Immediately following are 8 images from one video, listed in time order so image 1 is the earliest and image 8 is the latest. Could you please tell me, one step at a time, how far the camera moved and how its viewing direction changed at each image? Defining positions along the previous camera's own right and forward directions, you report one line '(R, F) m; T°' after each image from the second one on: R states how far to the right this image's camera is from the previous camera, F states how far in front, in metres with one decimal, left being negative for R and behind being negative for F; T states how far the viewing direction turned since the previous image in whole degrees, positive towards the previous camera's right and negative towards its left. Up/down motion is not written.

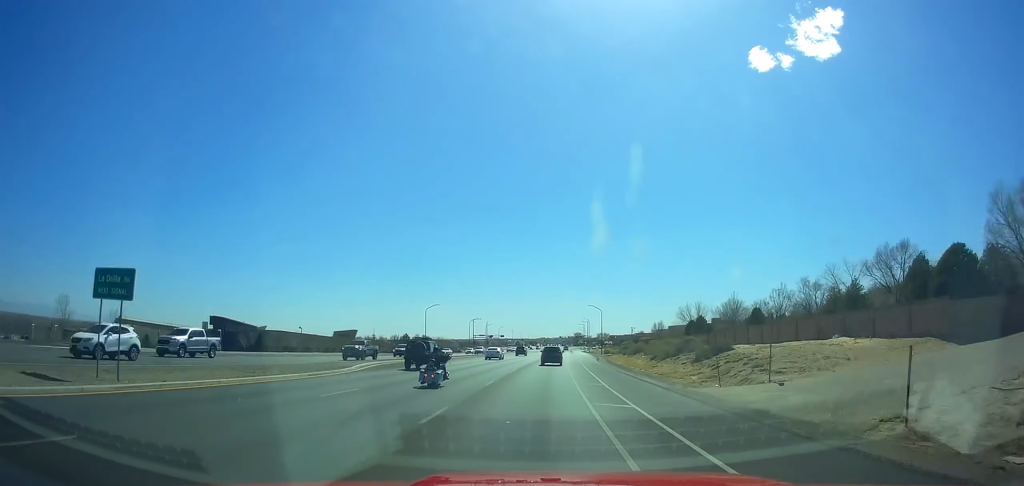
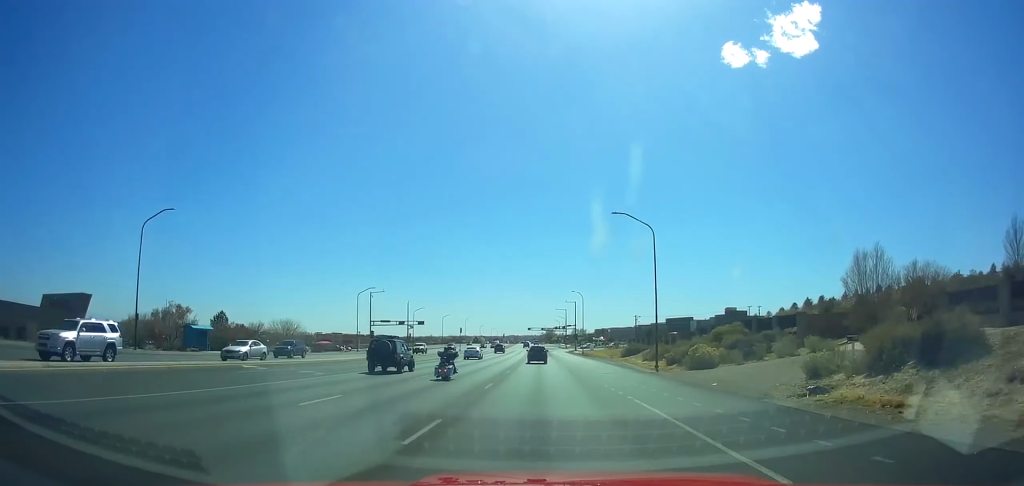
(+2.5, +100.4) m; +2°
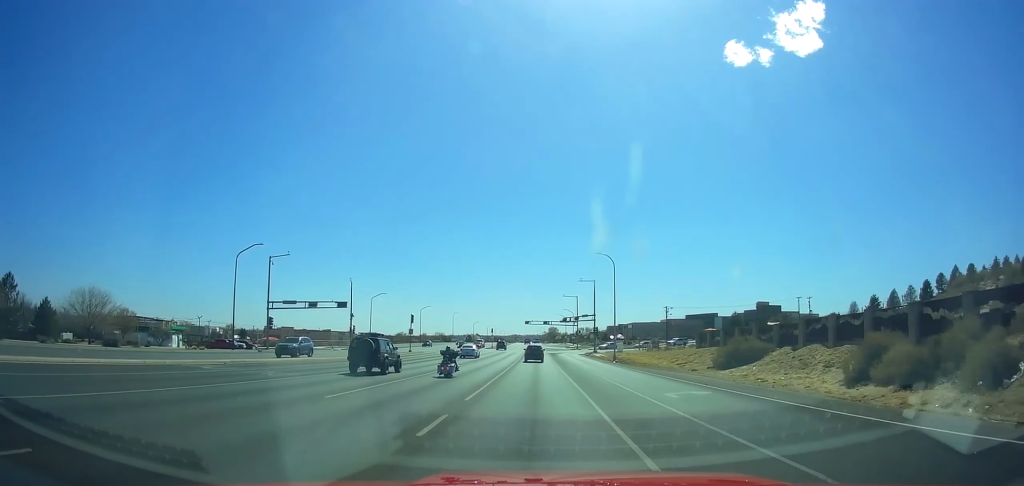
(+0.3, +48.4) m; +1°
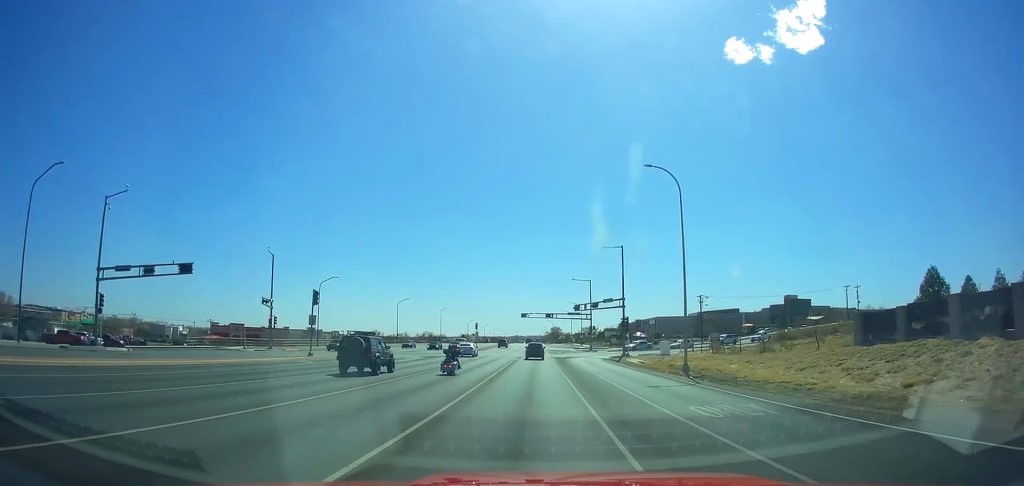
(+0.2, +33.9) m; 0°
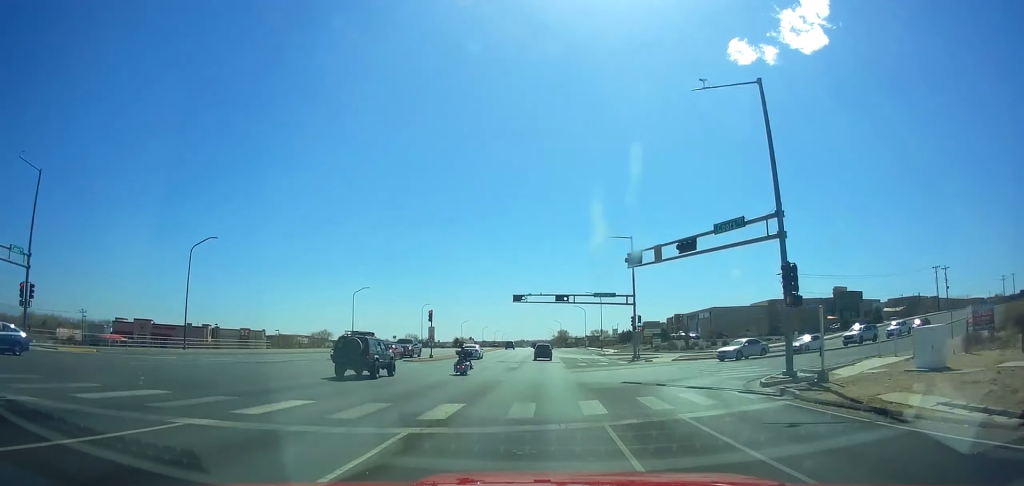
(+0.2, +43.5) m; 0°
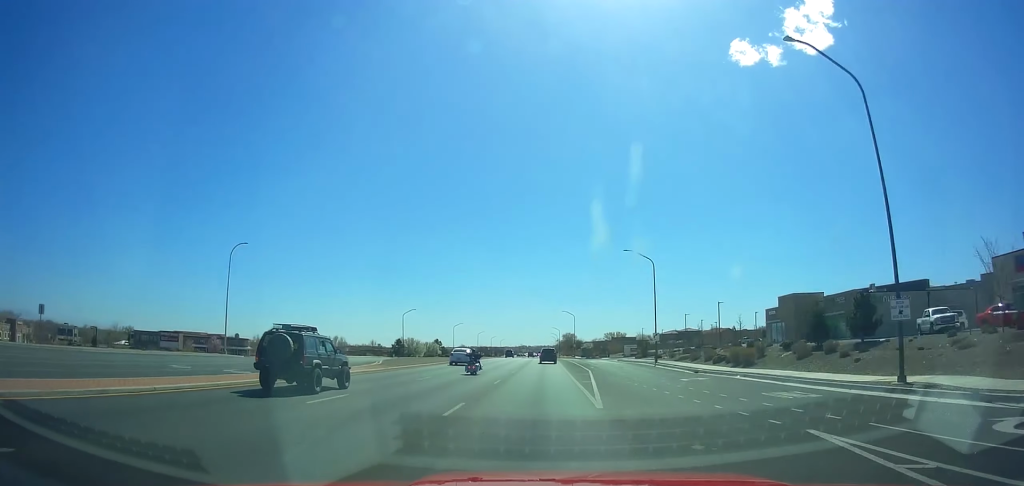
(-0.7, +109.8) m; -1°
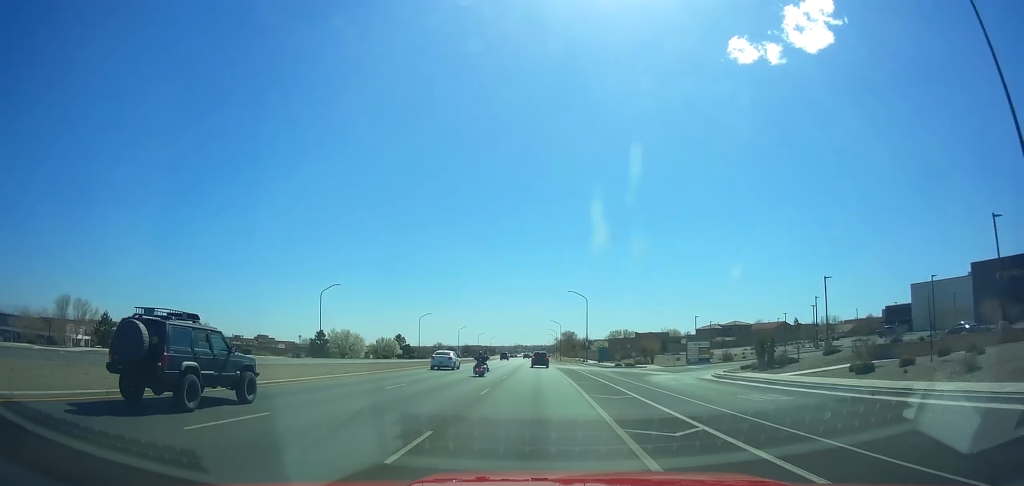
(-0.3, +53.7) m; 0°
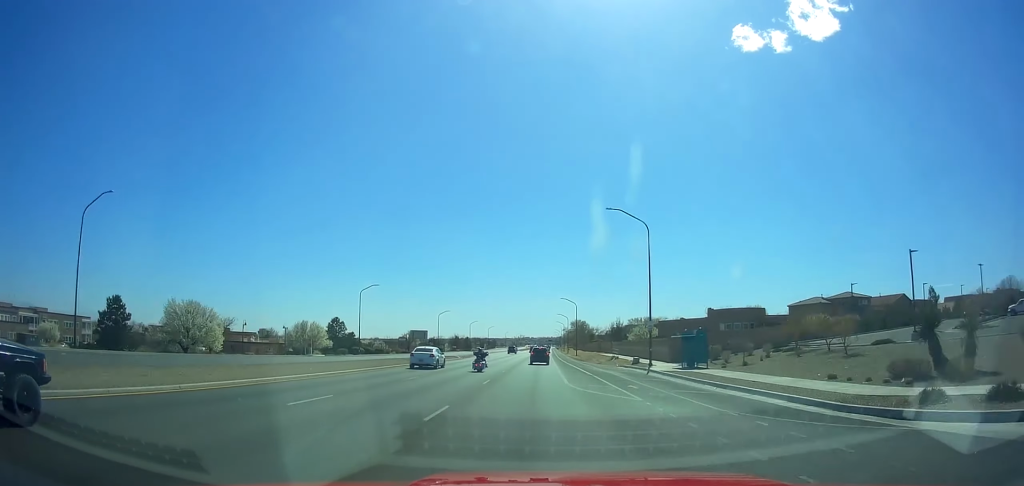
(+0.3, +55.7) m; 0°
